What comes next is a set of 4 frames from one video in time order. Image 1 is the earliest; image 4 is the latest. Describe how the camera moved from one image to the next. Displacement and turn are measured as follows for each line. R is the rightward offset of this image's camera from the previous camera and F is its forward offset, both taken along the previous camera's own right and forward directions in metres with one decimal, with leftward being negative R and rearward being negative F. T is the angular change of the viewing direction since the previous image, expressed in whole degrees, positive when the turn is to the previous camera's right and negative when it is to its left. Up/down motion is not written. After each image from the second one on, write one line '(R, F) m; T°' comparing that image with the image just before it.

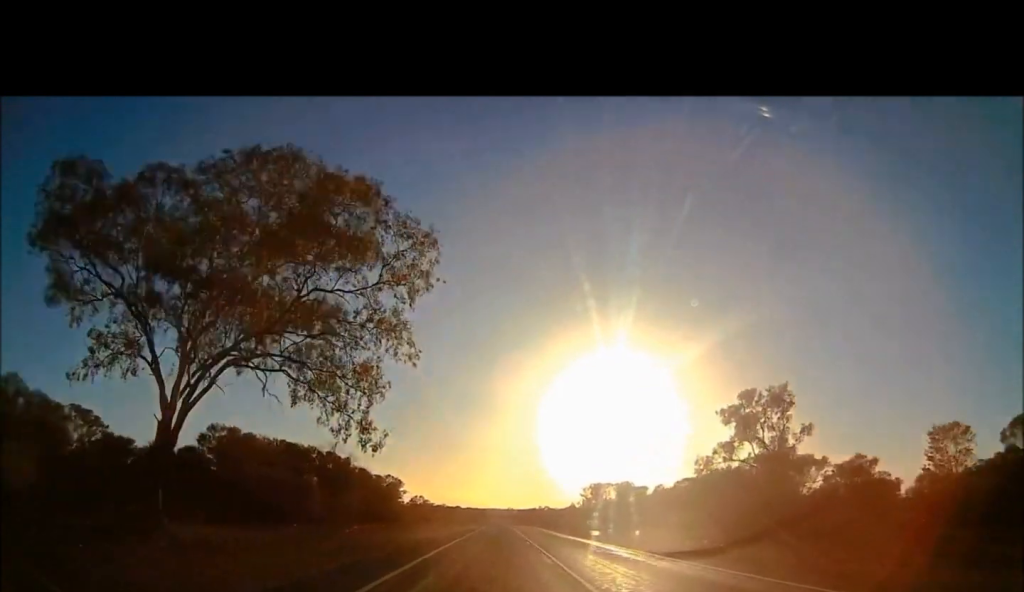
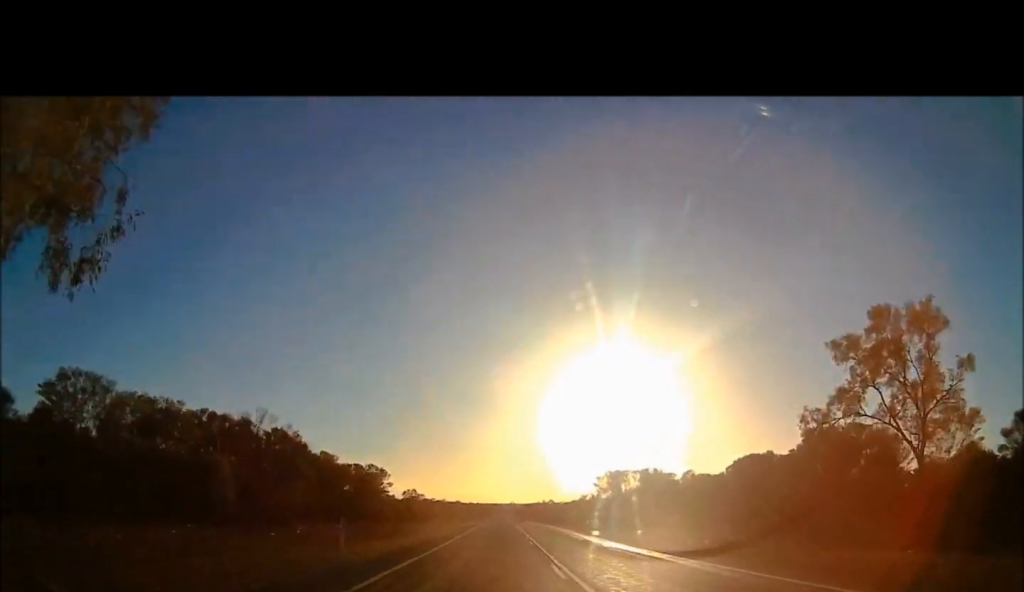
(-0.5, +16.7) m; -1°
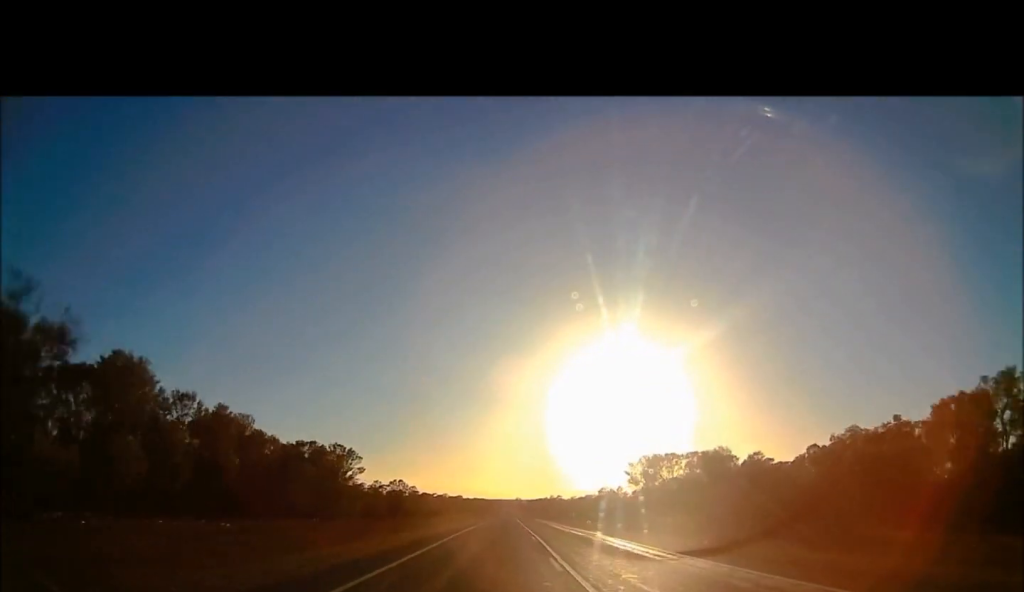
(-0.2, +23.5) m; 0°
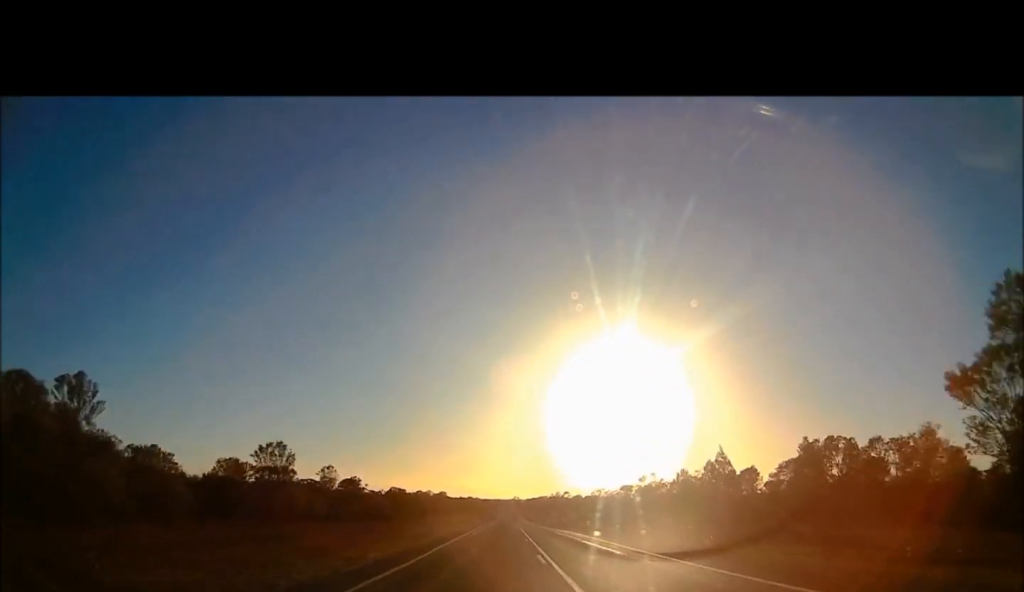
(0.0, +65.9) m; +1°
